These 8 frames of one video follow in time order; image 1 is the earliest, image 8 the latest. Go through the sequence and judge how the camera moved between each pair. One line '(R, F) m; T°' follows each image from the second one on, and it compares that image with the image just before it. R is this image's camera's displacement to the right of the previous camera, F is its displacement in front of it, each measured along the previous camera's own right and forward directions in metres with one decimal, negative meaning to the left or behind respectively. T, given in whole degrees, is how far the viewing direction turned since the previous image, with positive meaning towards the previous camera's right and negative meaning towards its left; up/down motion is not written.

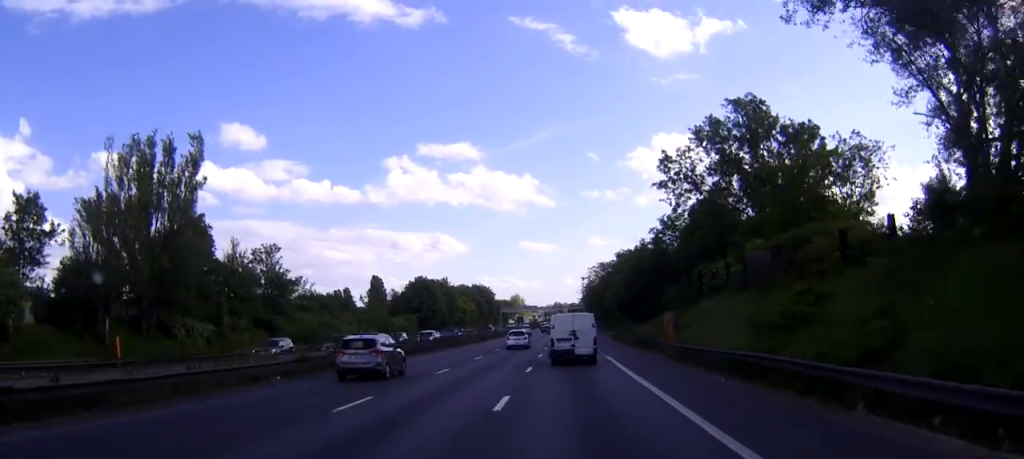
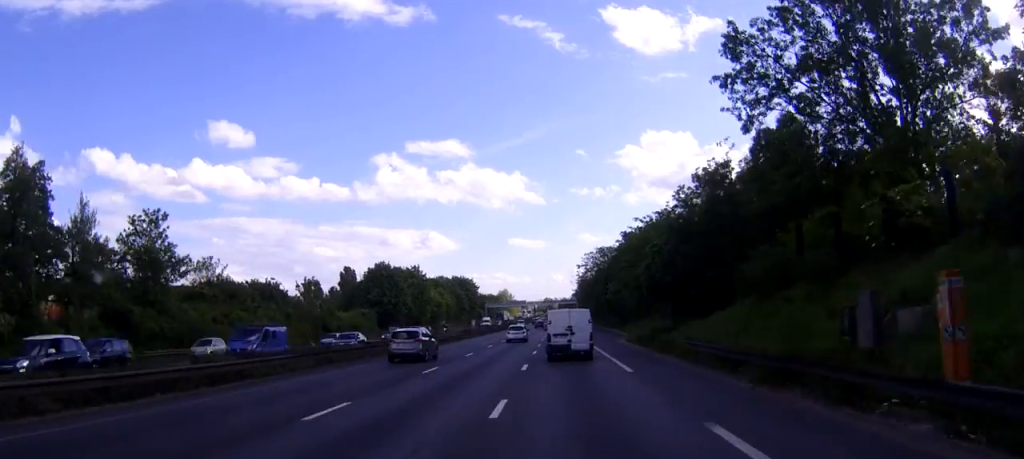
(+0.2, +27.3) m; +1°
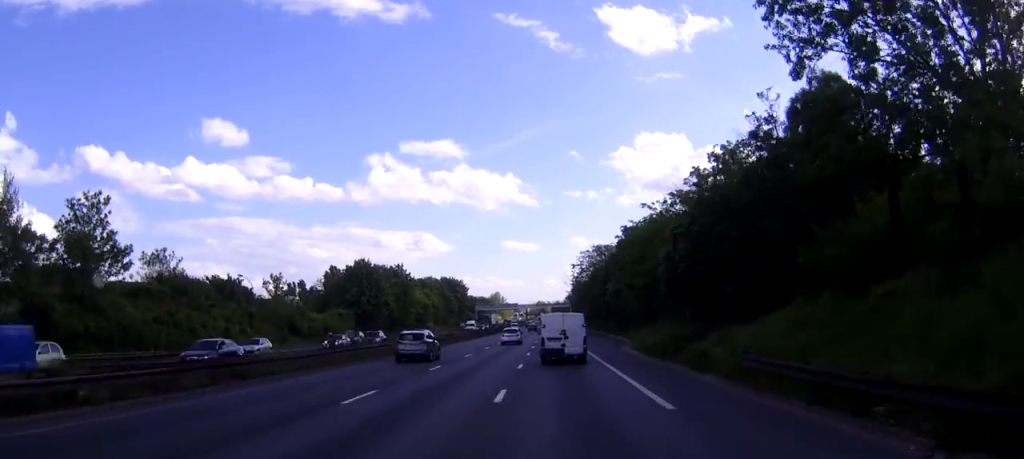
(0.0, +9.4) m; 0°
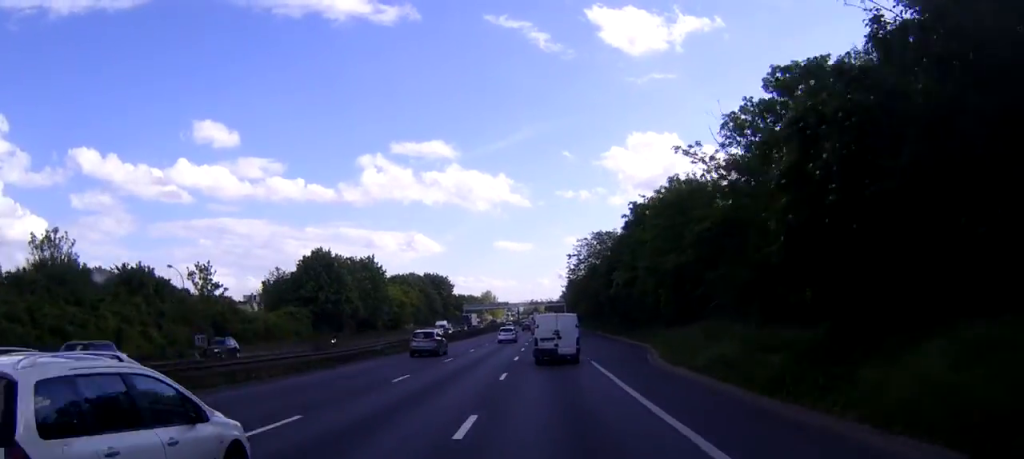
(0.0, +18.0) m; 0°
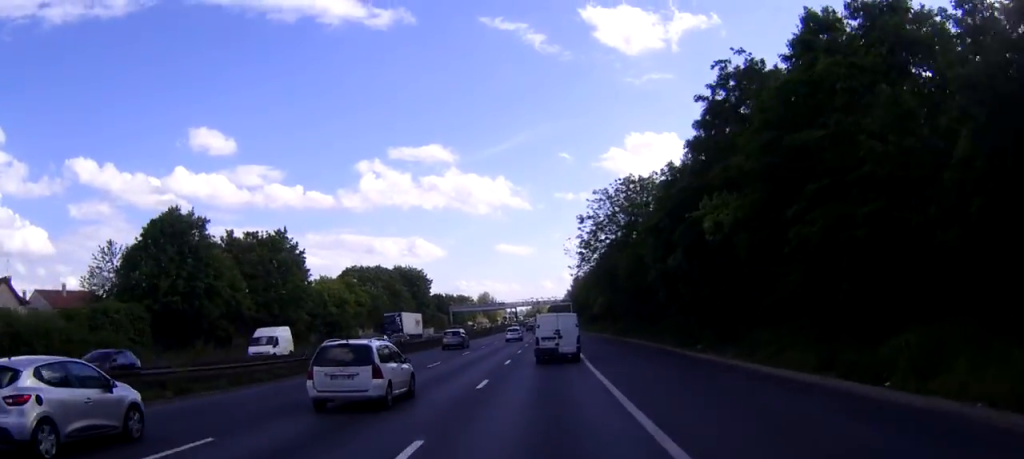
(+0.1, +41.5) m; 0°
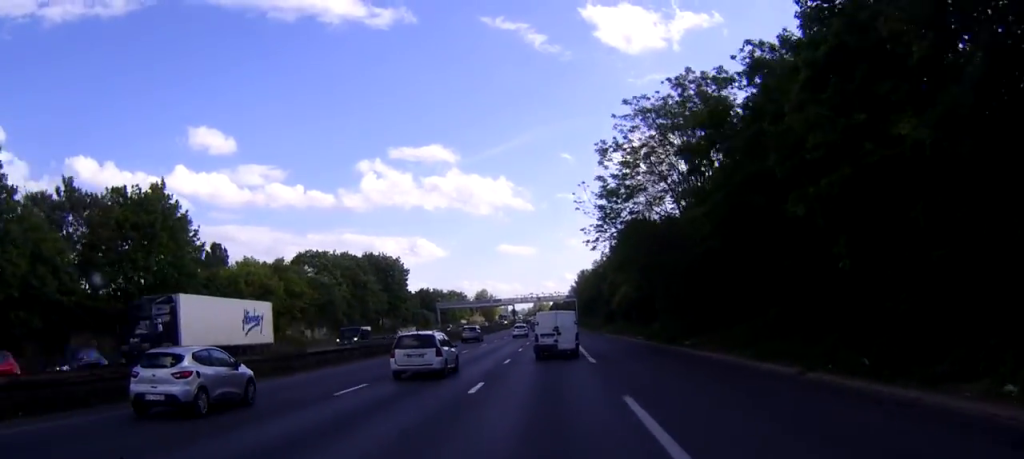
(-0.1, +28.3) m; 0°
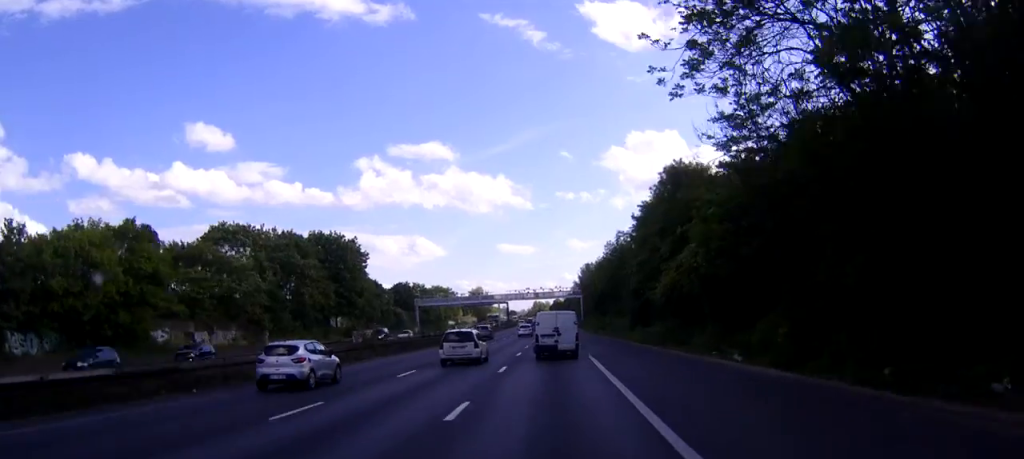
(0.0, +30.7) m; 0°
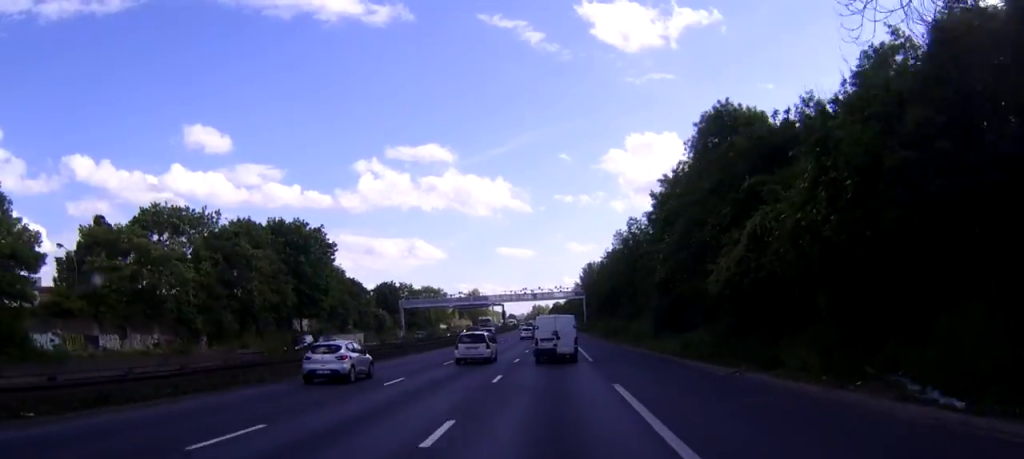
(0.0, +15.7) m; 0°
